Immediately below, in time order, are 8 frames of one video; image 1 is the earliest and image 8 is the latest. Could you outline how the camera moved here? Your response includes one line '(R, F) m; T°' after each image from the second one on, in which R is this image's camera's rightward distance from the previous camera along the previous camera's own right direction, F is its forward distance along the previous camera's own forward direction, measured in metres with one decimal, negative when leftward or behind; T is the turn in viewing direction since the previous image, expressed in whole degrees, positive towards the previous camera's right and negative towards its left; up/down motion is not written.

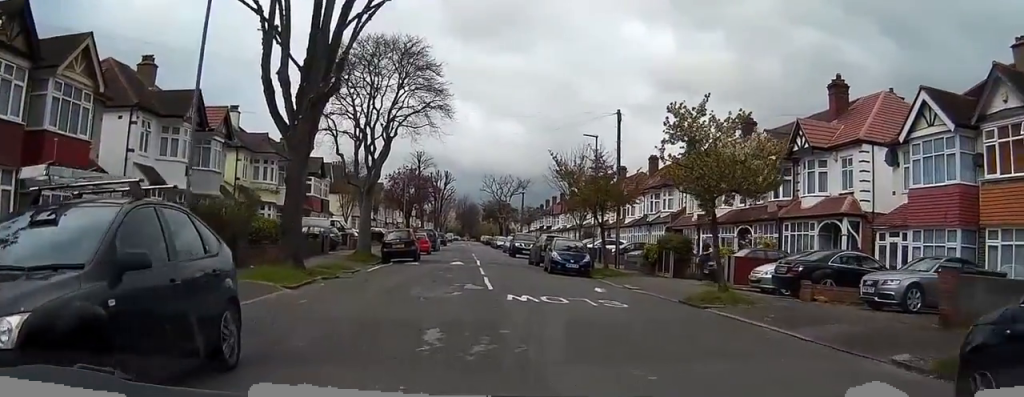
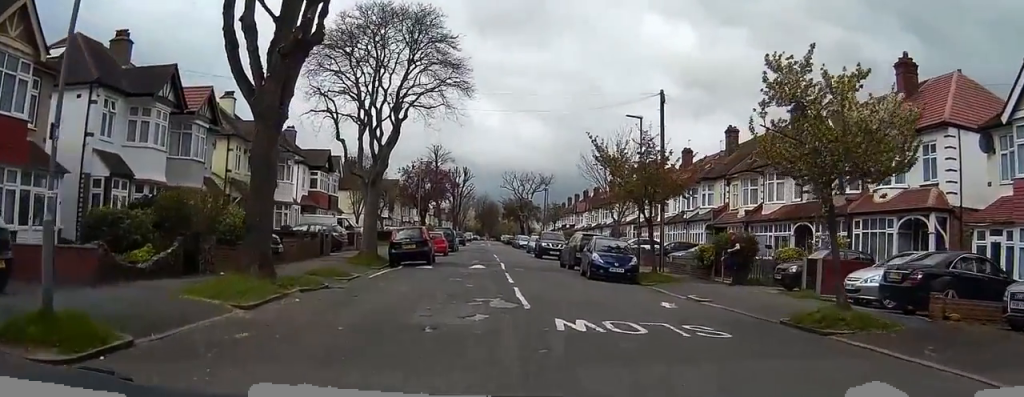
(0.0, +4.7) m; -2°
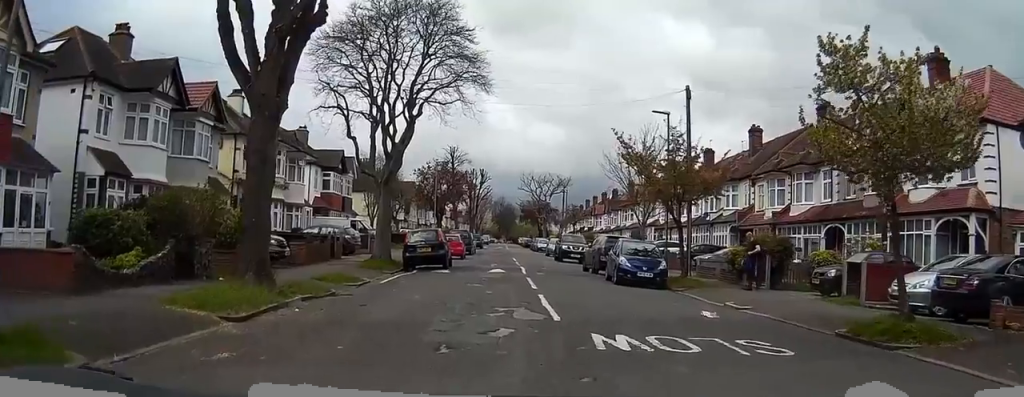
(0.0, +1.4) m; -4°
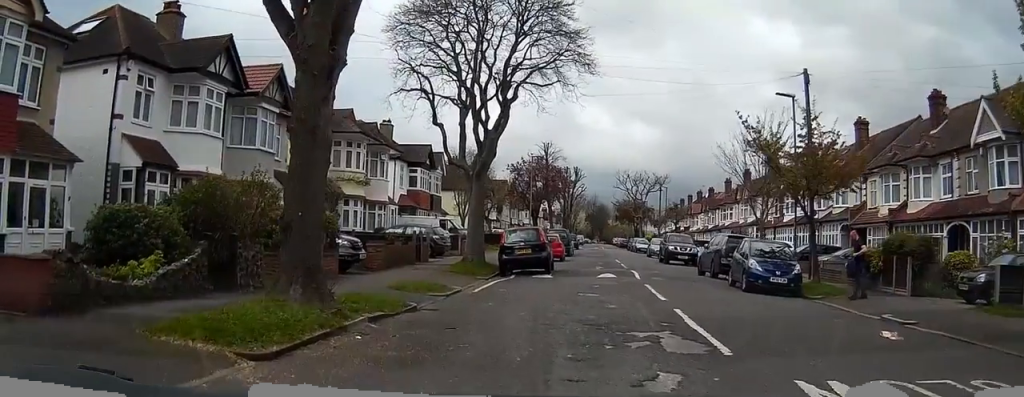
(-0.3, +3.5) m; -12°
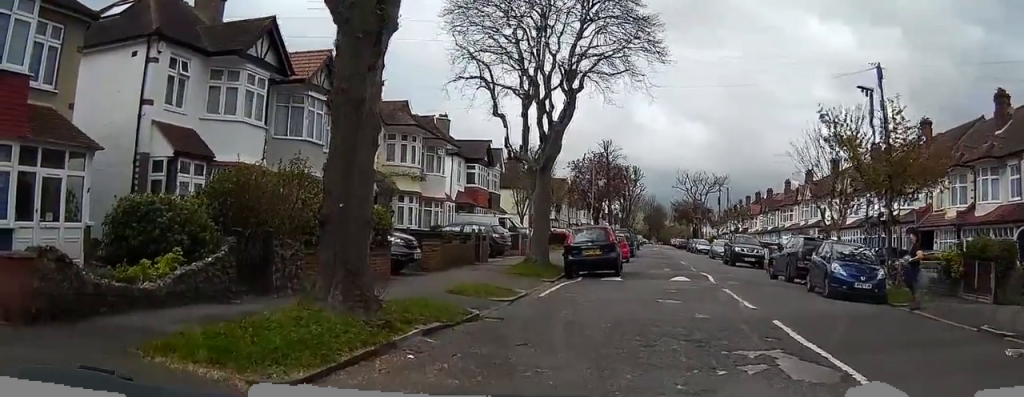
(-0.1, +1.8) m; +4°
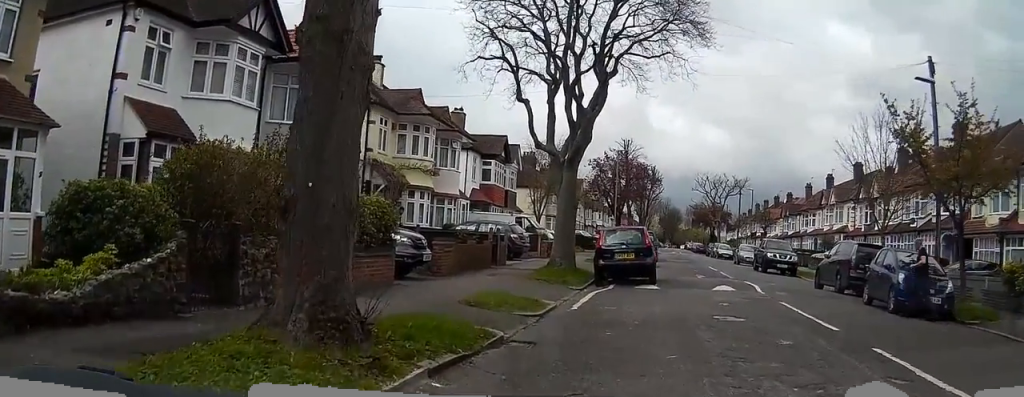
(+0.3, +2.6) m; +10°
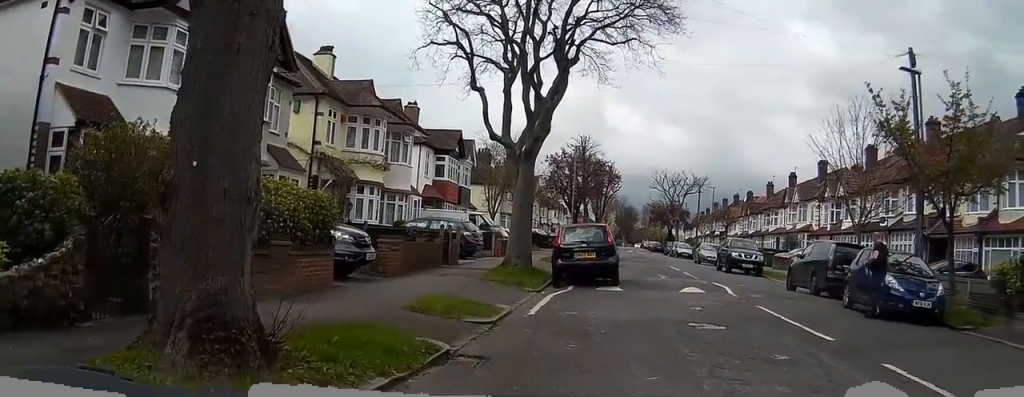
(0.0, +1.3) m; +5°
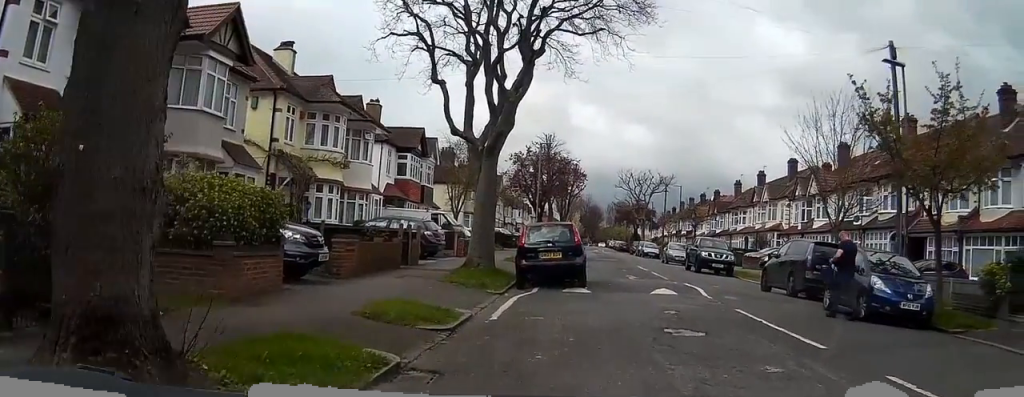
(0.0, +0.8) m; +1°
